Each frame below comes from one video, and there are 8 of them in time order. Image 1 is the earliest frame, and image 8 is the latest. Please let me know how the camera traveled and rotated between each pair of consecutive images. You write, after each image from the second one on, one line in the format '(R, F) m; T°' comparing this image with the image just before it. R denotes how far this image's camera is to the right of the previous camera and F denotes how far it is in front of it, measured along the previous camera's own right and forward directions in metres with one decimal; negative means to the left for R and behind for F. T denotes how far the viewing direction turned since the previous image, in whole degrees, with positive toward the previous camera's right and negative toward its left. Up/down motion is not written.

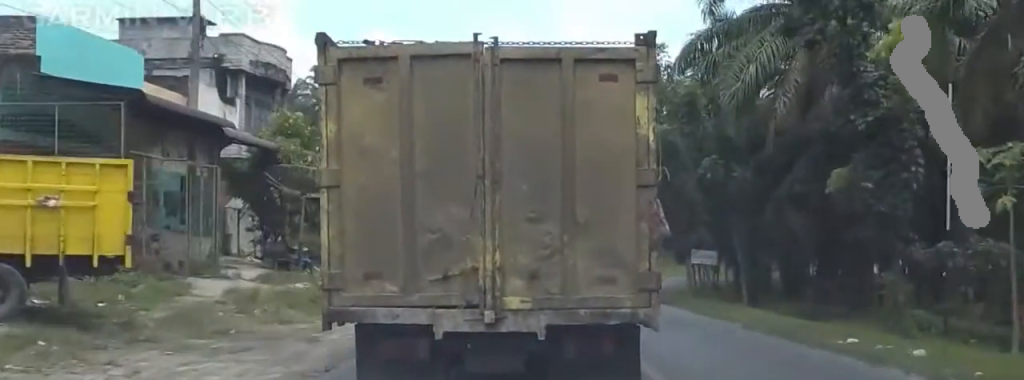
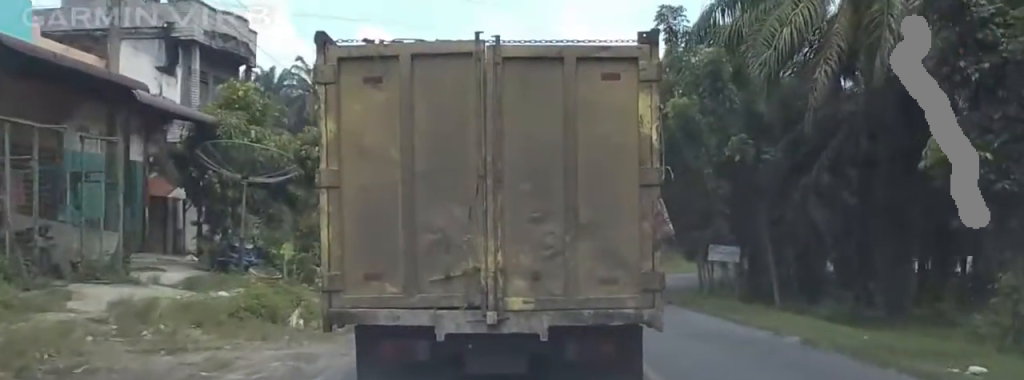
(0.0, +4.6) m; 0°
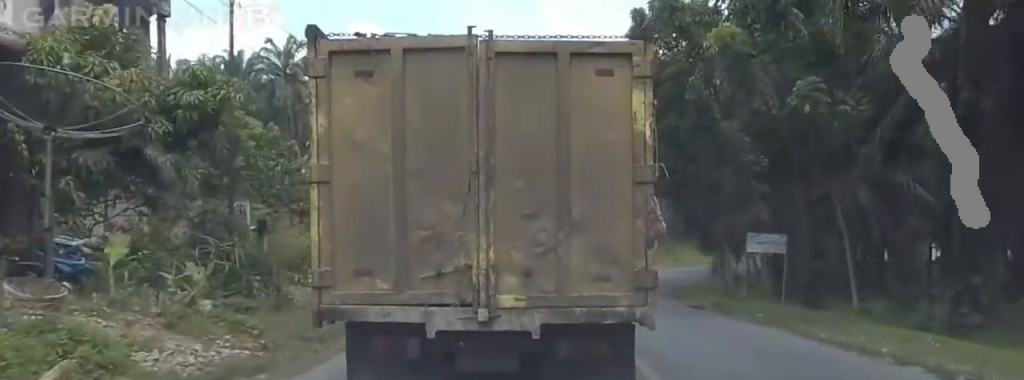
(0.0, +7.4) m; 0°
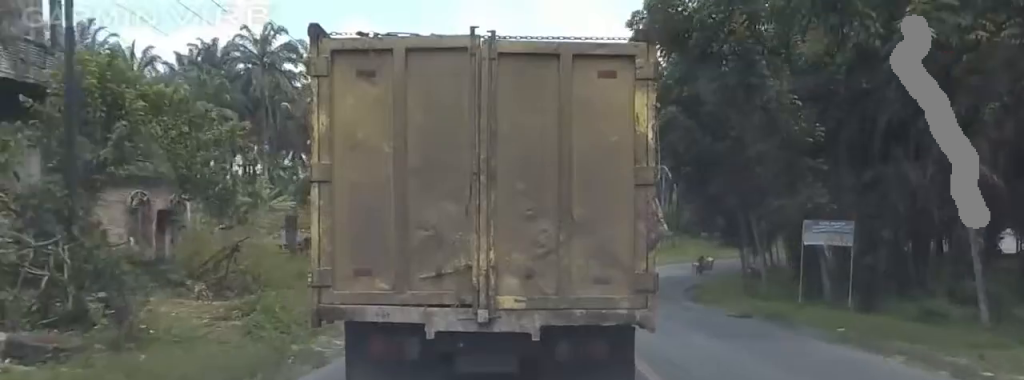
(0.0, +6.1) m; 0°
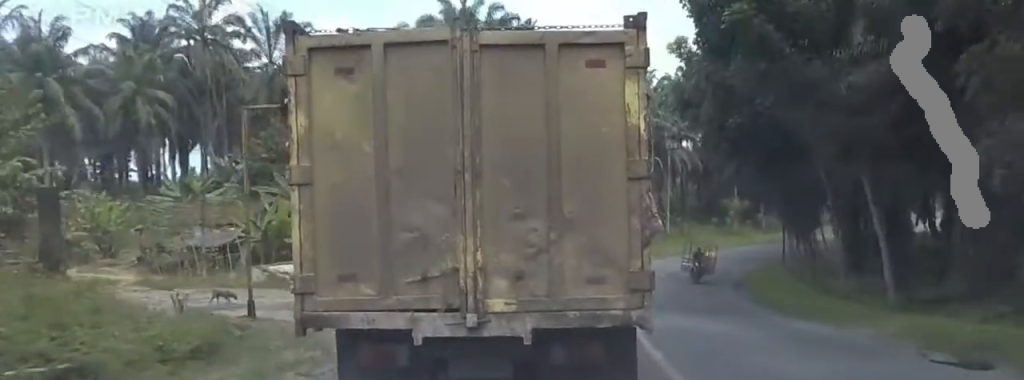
(+0.3, +11.8) m; +9°
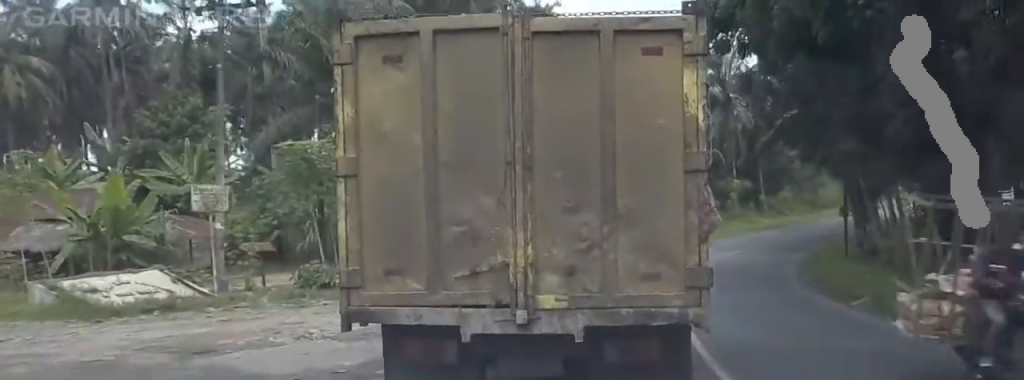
(+0.6, +13.3) m; -1°
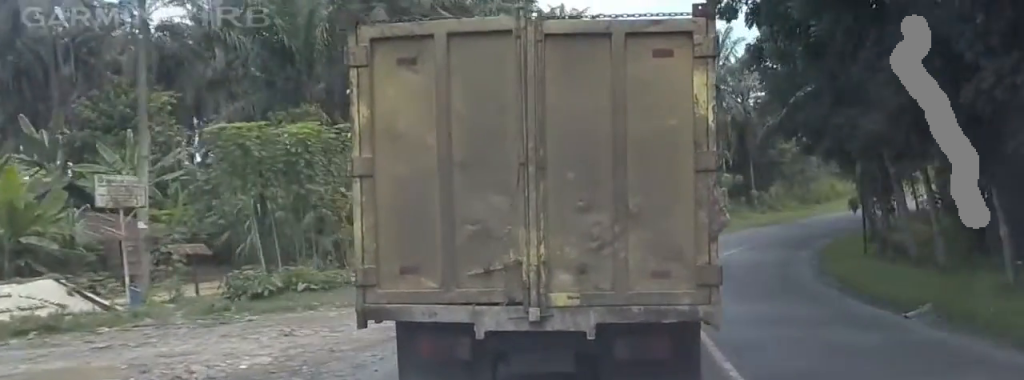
(-0.6, +4.3) m; -1°
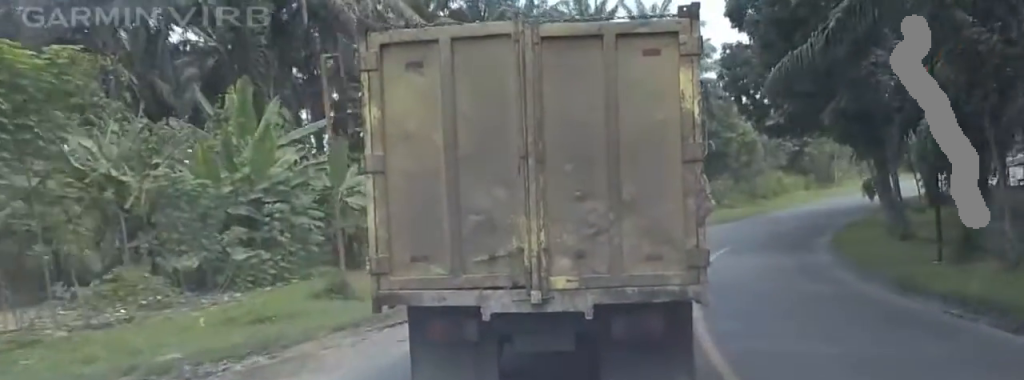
(+0.9, +13.1) m; +1°
